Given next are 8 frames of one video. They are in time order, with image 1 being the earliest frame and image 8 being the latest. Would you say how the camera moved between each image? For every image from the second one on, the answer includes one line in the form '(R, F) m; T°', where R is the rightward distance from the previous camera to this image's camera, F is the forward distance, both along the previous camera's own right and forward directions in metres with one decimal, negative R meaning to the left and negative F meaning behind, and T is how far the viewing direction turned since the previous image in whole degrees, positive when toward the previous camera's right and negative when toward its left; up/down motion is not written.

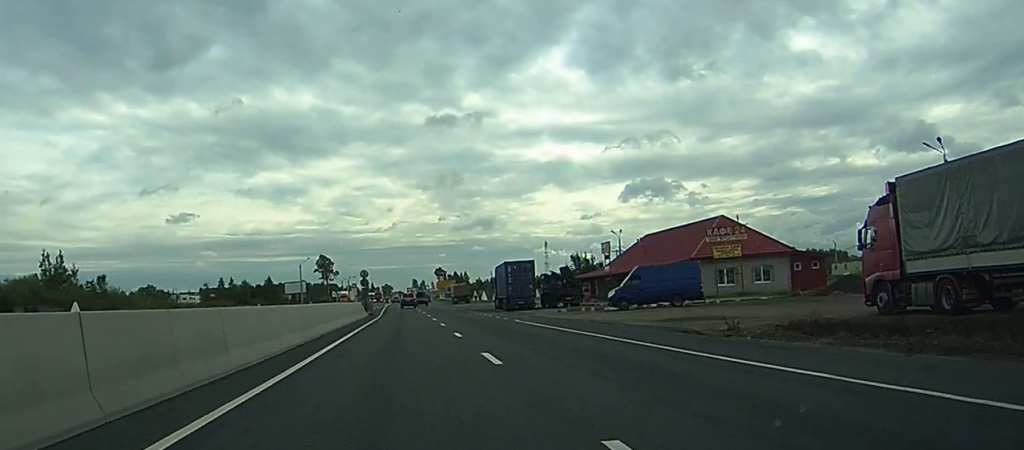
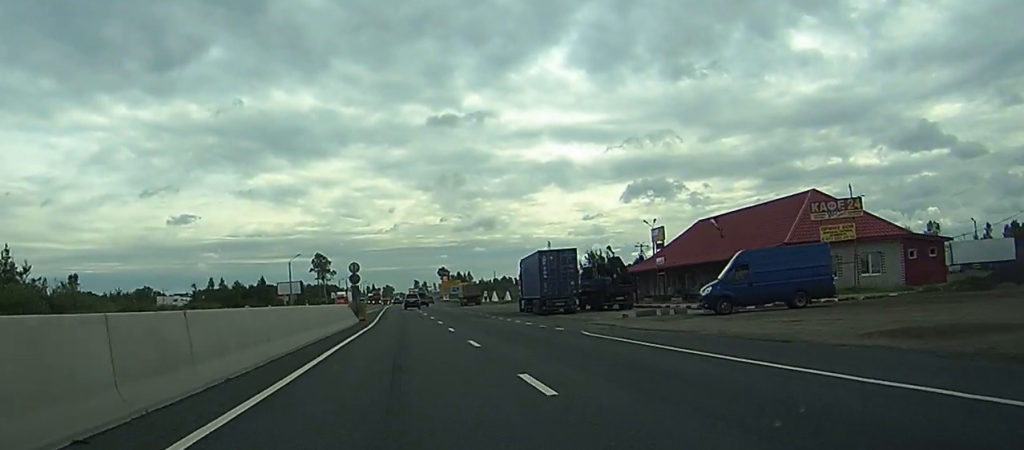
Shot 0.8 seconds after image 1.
(0.0, +17.2) m; 0°
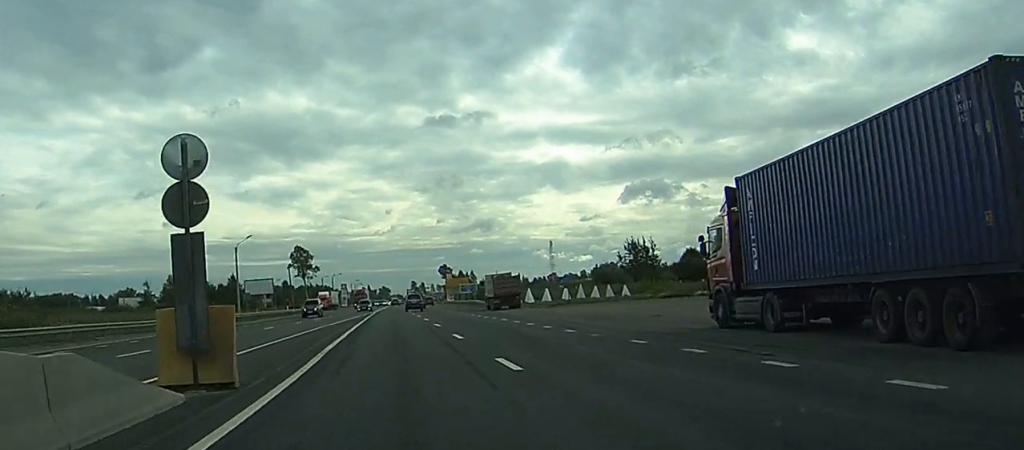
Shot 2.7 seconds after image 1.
(-0.5, +43.7) m; -1°
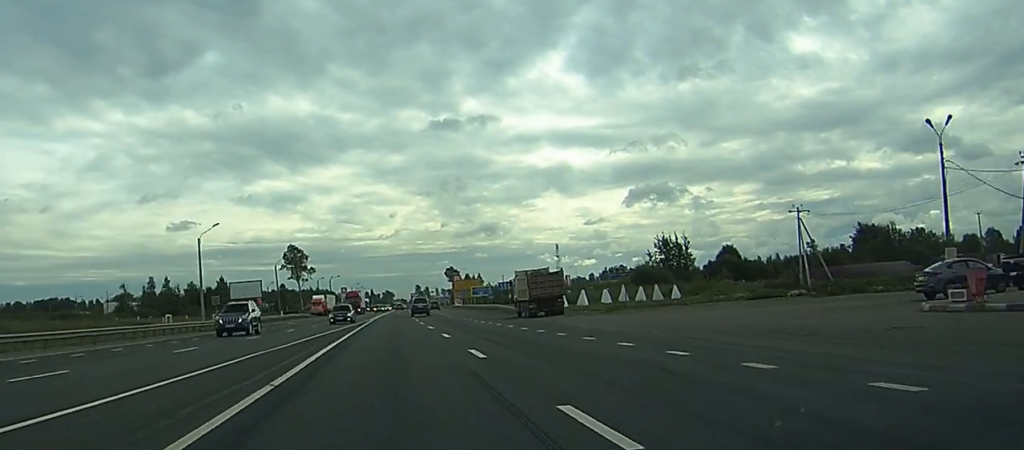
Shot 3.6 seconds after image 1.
(0.0, +19.4) m; 0°
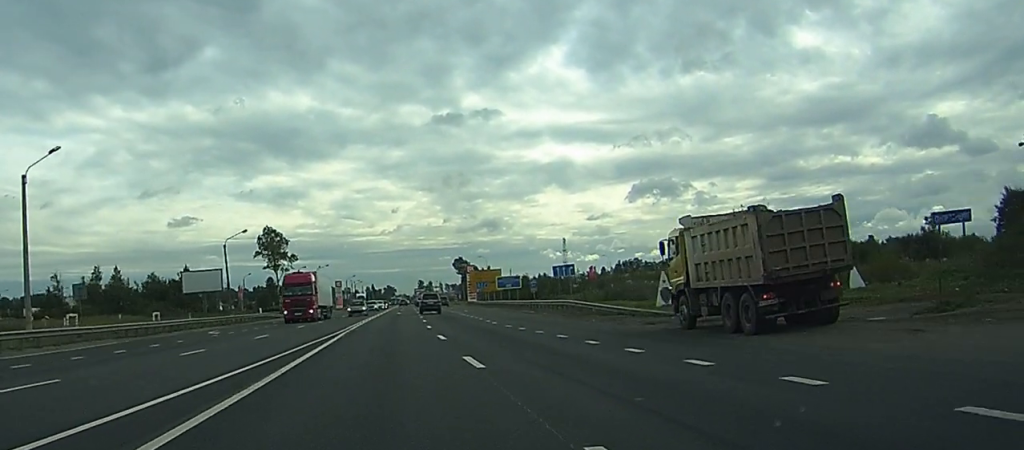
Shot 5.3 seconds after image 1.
(0.0, +38.0) m; 0°
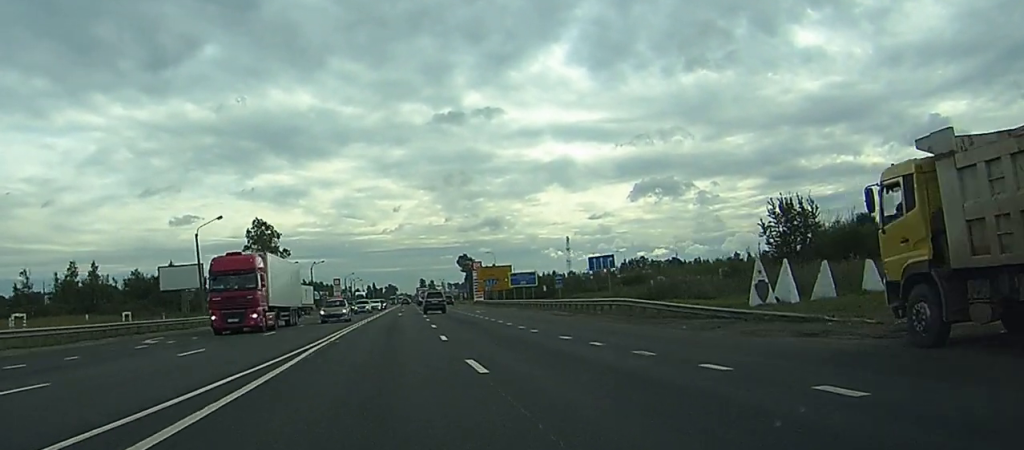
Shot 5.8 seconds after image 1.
(0.0, +13.1) m; 0°
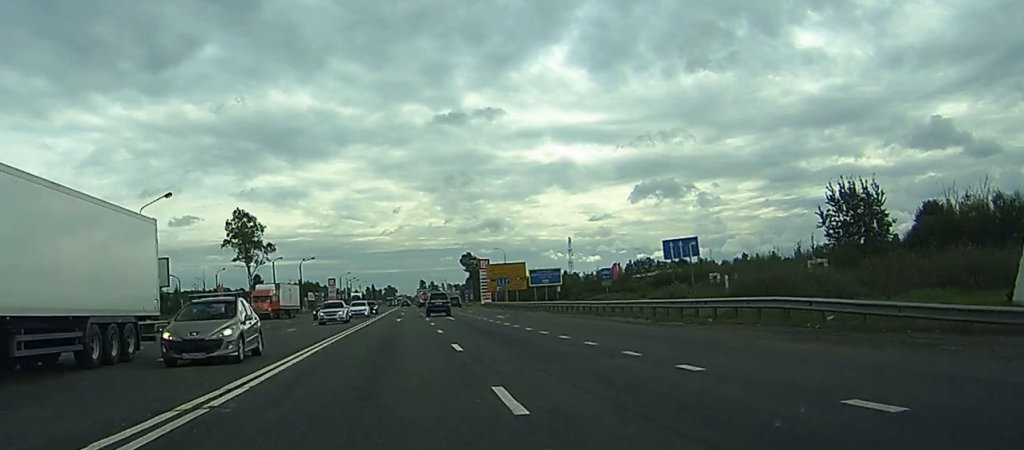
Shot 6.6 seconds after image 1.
(0.0, +17.1) m; 0°
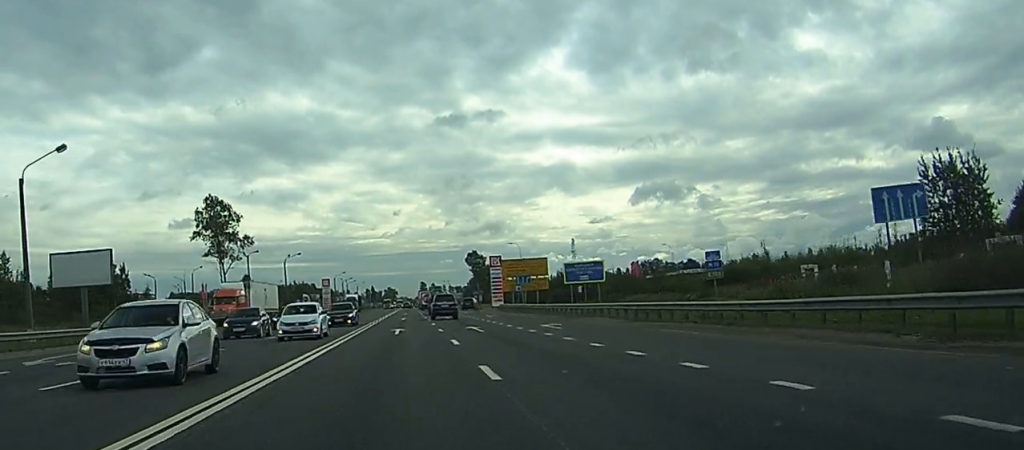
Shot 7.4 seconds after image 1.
(0.0, +19.5) m; 0°
